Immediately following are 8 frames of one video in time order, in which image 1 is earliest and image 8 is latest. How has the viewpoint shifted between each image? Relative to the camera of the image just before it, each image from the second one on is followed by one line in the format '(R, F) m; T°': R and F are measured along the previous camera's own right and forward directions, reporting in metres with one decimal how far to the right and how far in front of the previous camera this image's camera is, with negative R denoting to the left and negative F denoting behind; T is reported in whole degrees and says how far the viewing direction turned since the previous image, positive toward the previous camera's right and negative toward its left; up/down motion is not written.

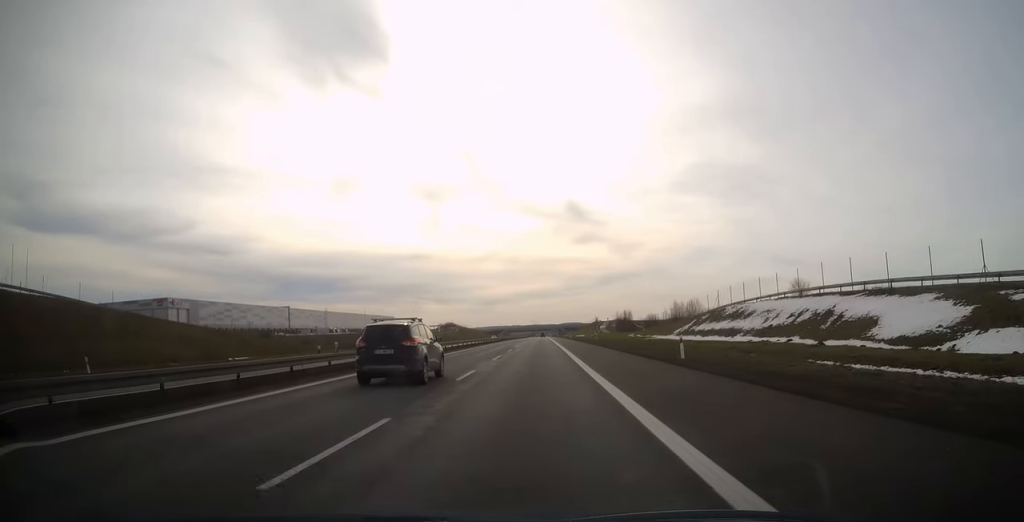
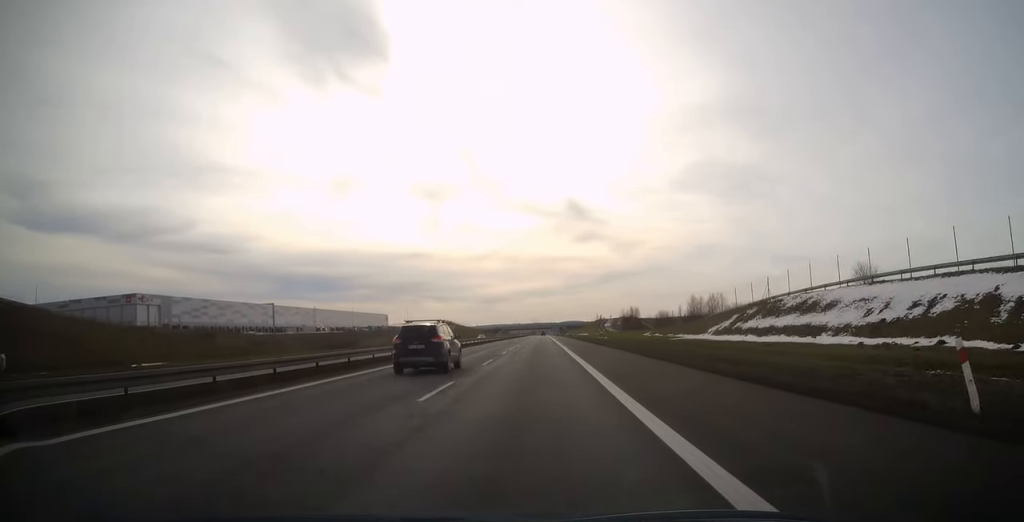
(0.0, +17.5) m; 0°
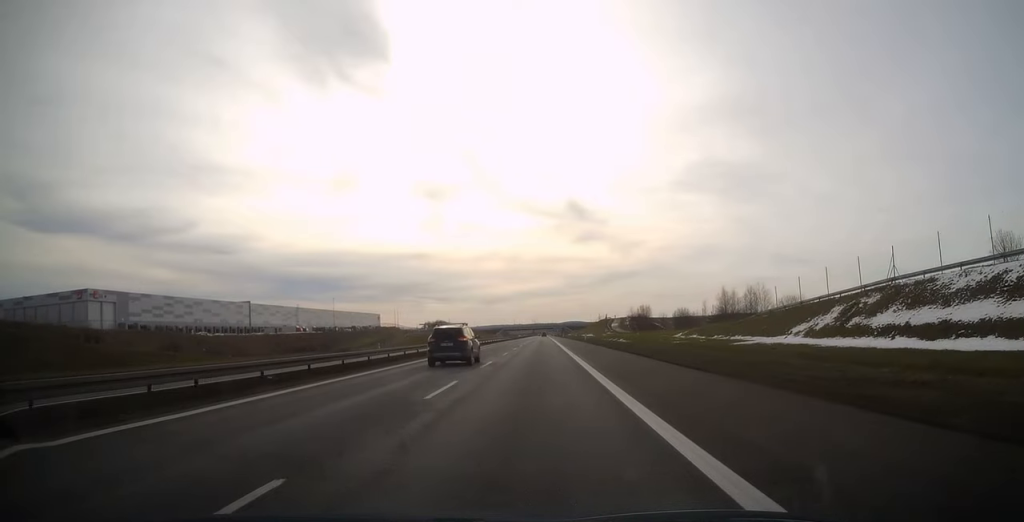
(0.0, +23.1) m; 0°
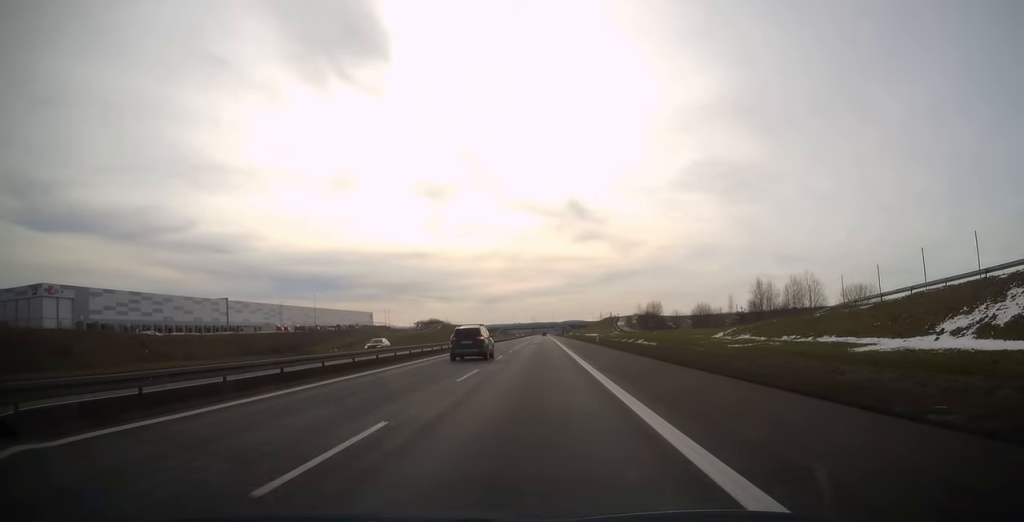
(0.0, +18.6) m; 0°
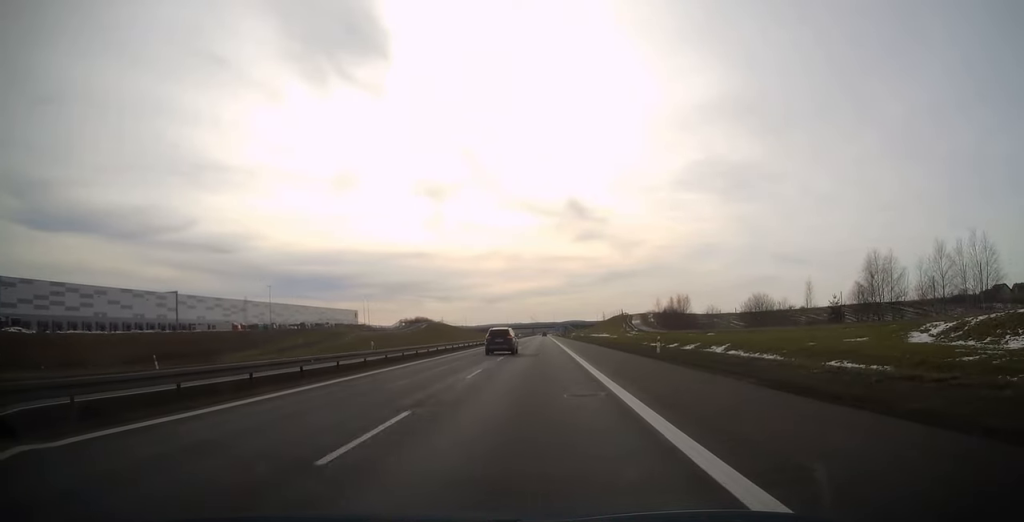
(+0.1, +34.6) m; 0°
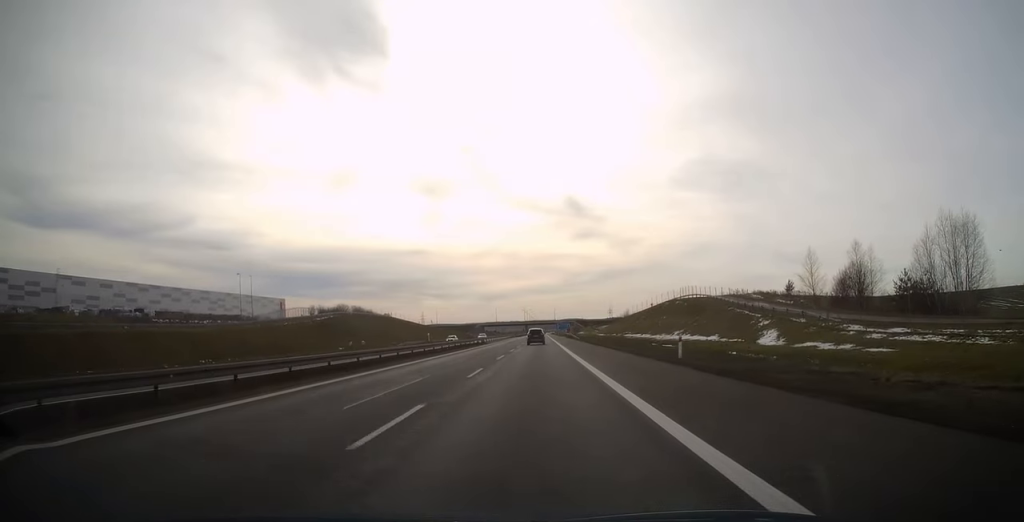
(0.0, +105.0) m; 0°
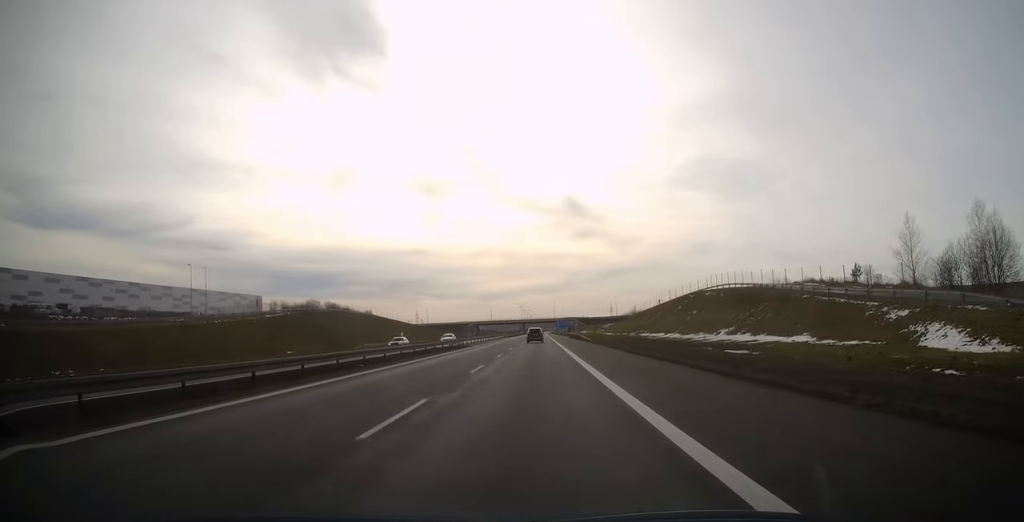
(0.0, +22.6) m; 0°
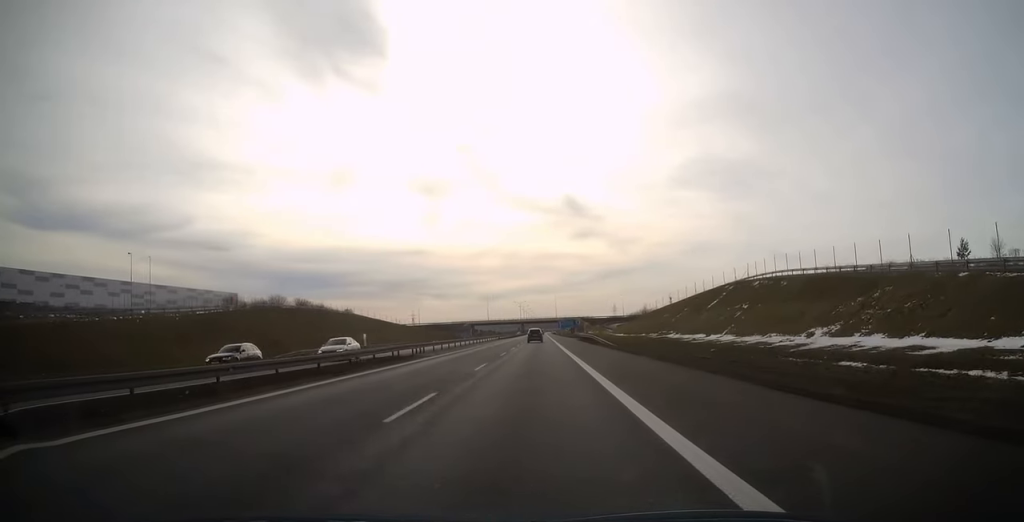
(0.0, +22.1) m; 0°
